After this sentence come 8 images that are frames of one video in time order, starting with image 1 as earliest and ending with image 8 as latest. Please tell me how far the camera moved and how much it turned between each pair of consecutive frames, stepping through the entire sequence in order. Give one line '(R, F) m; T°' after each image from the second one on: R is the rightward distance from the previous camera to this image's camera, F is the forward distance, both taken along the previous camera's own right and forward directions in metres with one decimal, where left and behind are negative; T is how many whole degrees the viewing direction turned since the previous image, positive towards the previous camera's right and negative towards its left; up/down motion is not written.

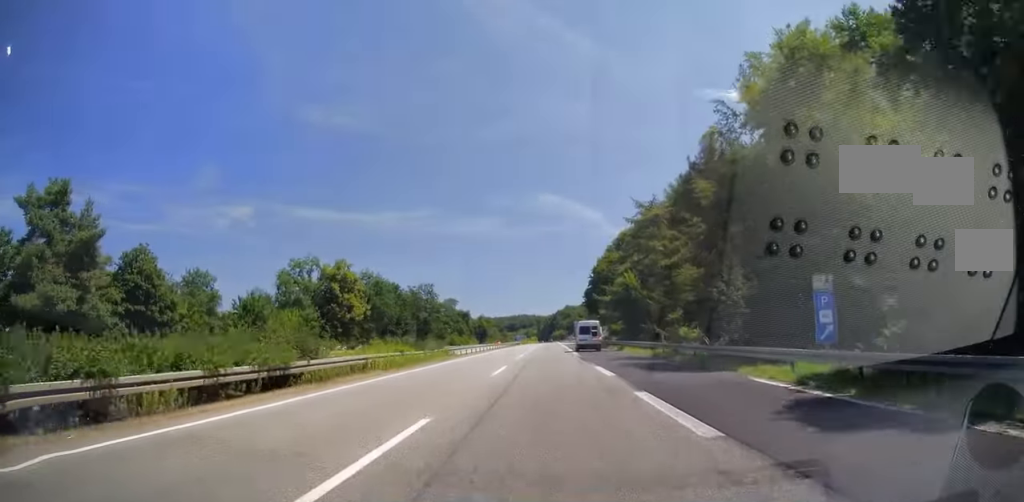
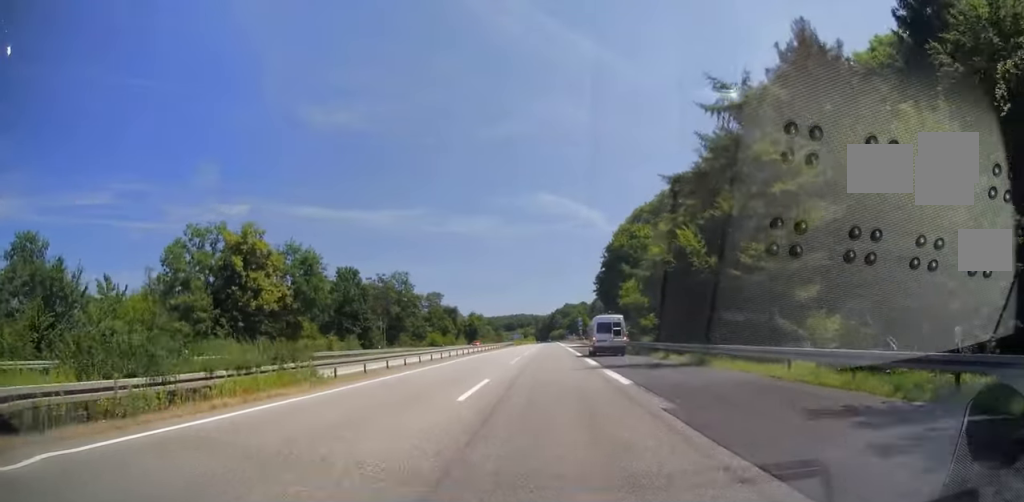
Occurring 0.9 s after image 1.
(-0.2, +27.1) m; 0°
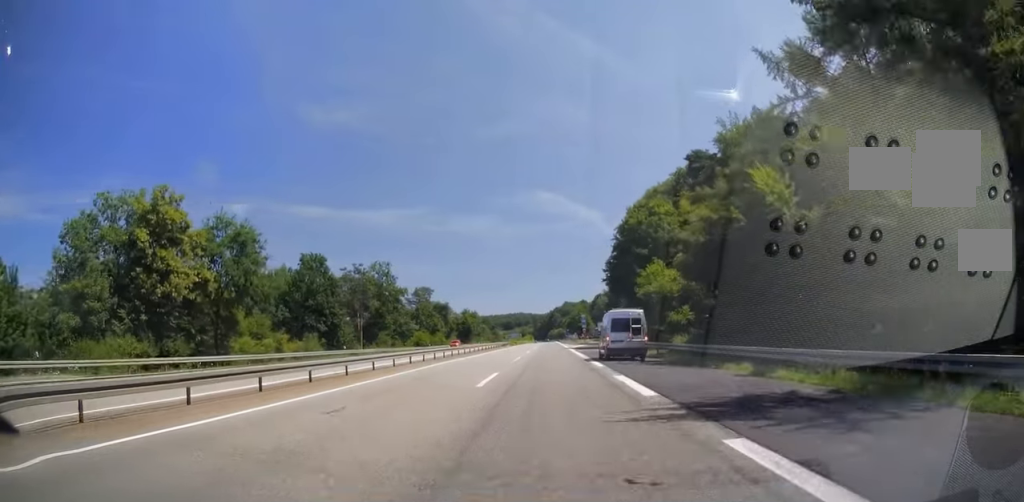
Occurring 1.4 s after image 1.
(+0.2, +14.8) m; 0°
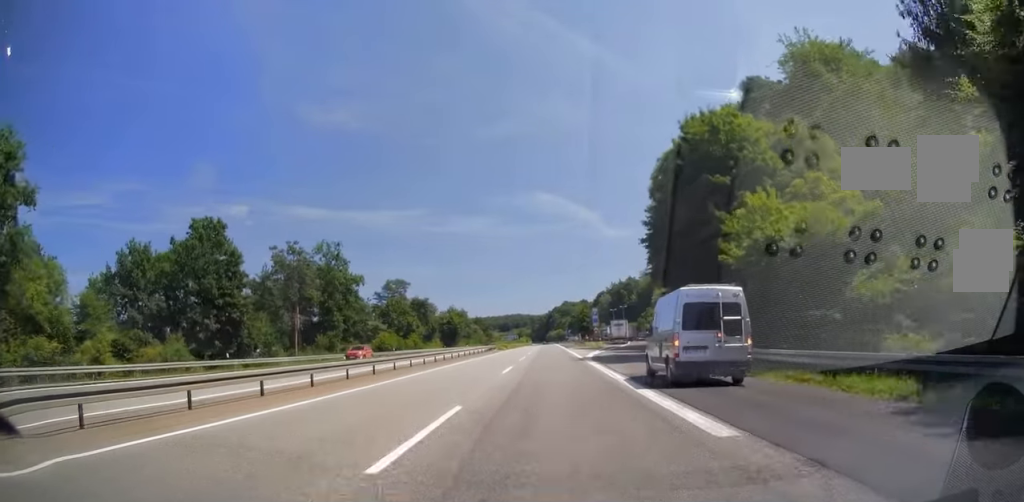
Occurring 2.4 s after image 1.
(+0.2, +28.2) m; 0°
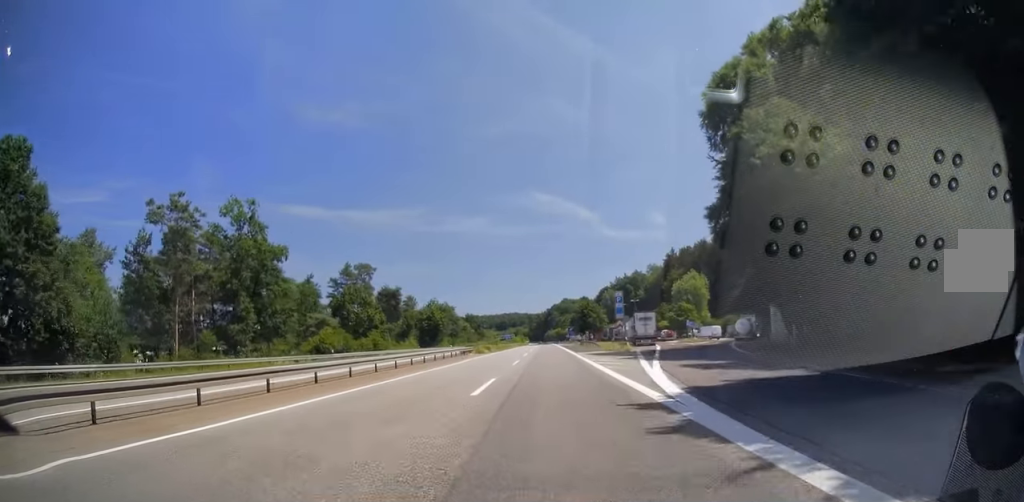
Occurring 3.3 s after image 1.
(0.0, +27.7) m; 0°
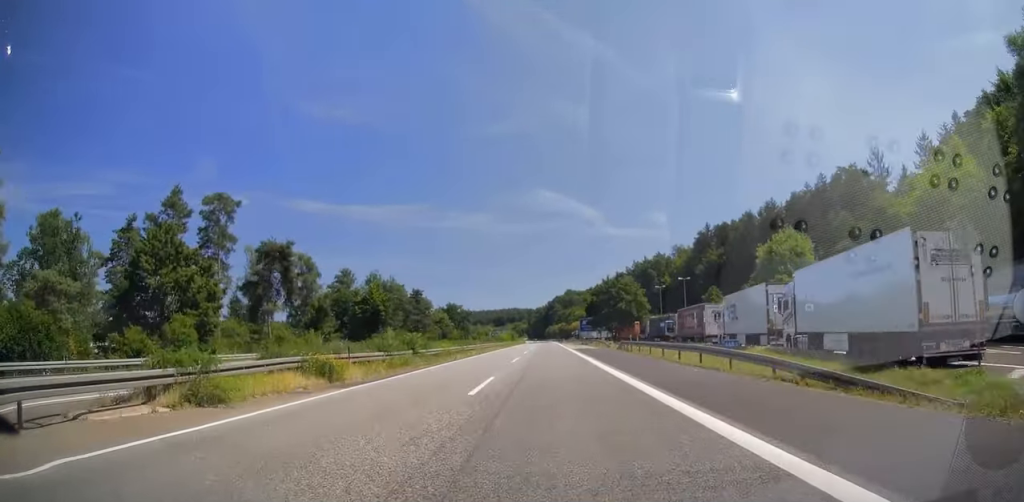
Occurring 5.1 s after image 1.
(+0.4, +54.9) m; +1°
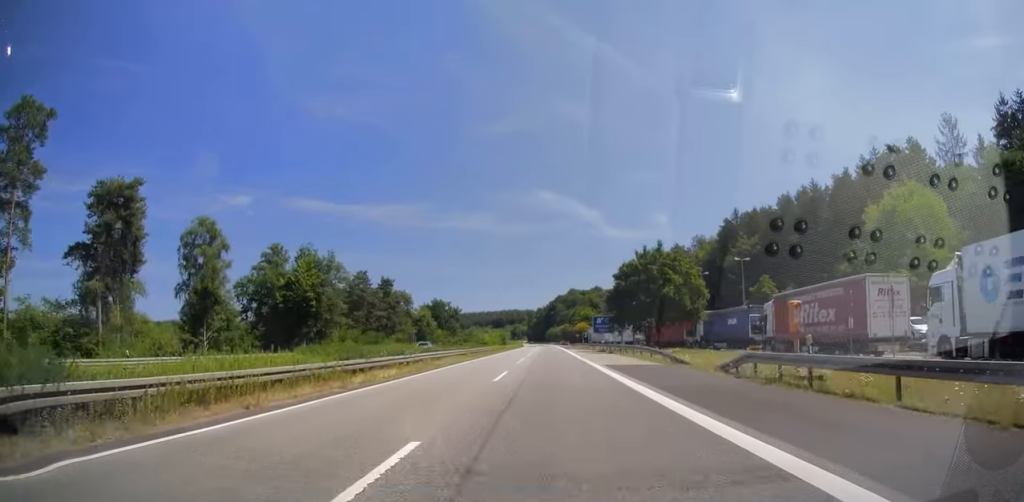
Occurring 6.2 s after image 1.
(0.0, +30.1) m; 0°
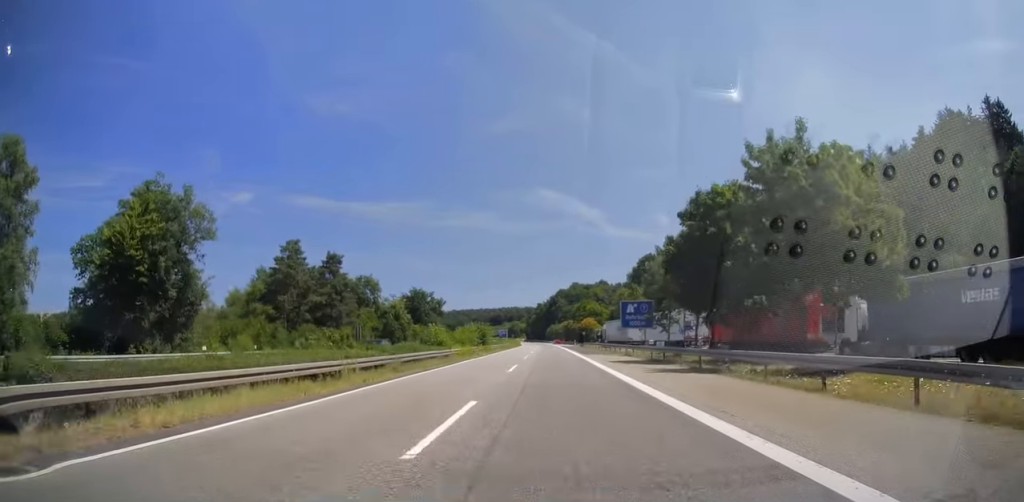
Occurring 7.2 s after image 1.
(0.0, +31.1) m; 0°
